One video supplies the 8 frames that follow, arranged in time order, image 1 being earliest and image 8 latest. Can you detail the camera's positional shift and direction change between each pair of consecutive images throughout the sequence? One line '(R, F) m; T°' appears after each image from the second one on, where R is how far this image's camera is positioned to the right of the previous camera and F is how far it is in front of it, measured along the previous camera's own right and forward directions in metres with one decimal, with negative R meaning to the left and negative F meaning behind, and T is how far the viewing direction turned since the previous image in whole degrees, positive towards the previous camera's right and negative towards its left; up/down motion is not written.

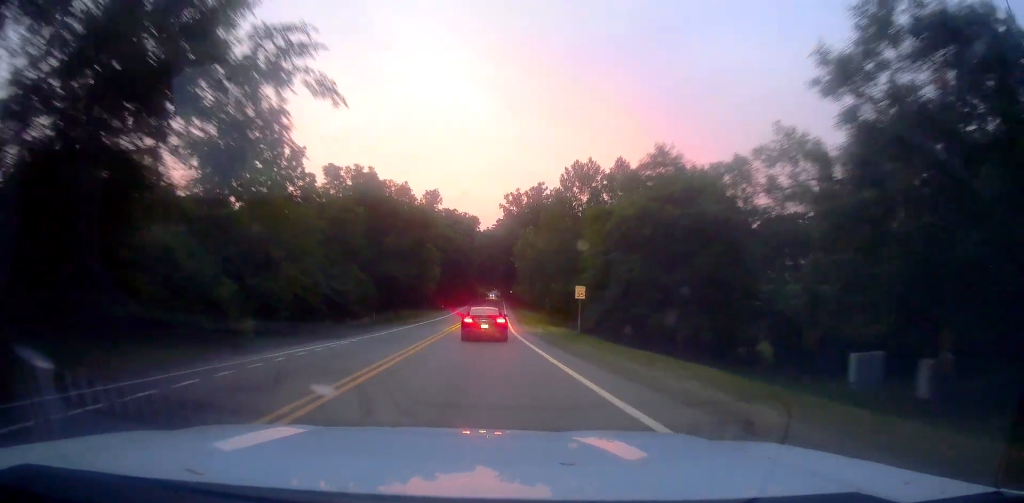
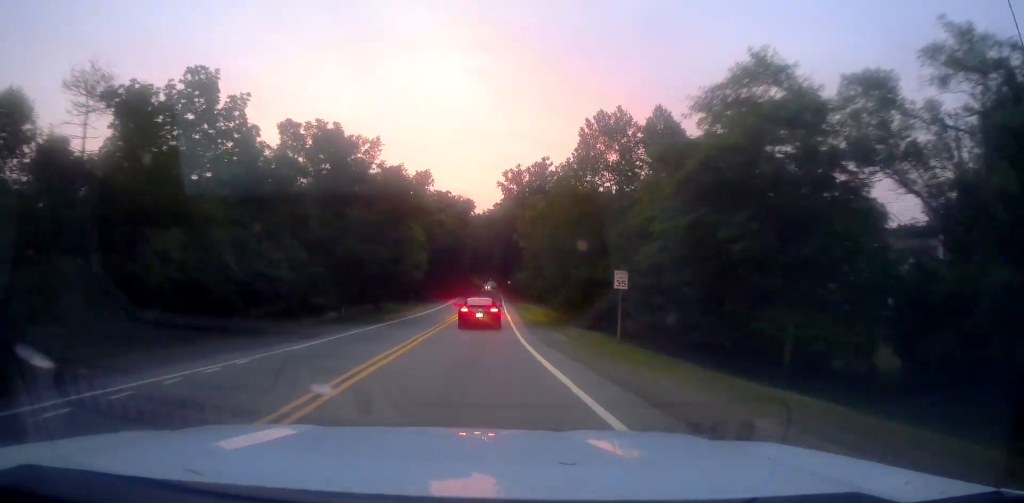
(-0.5, +10.1) m; -2°
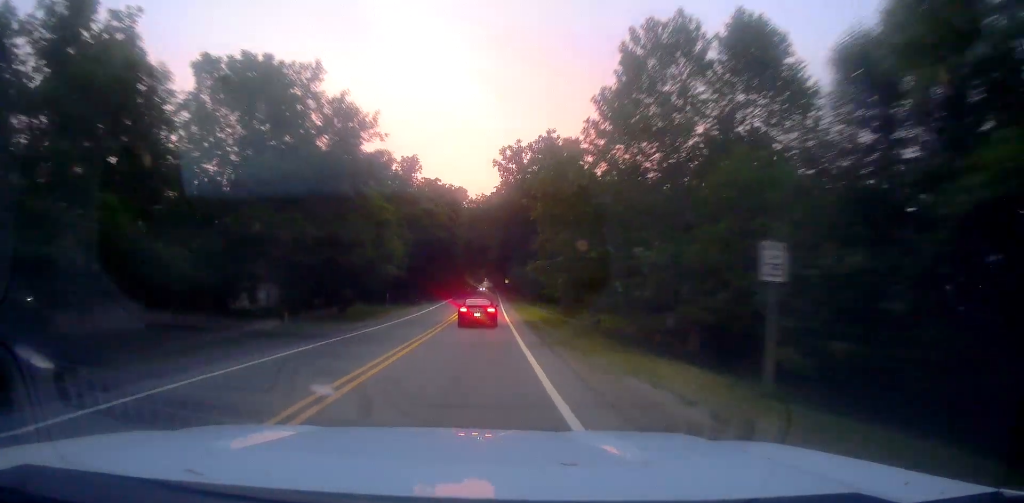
(0.0, +11.9) m; +1°
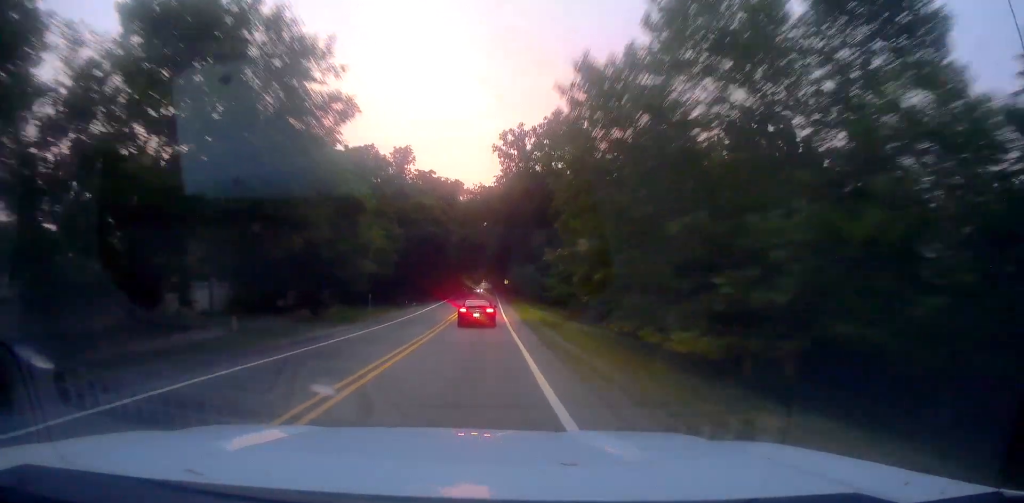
(+0.3, +6.8) m; +1°
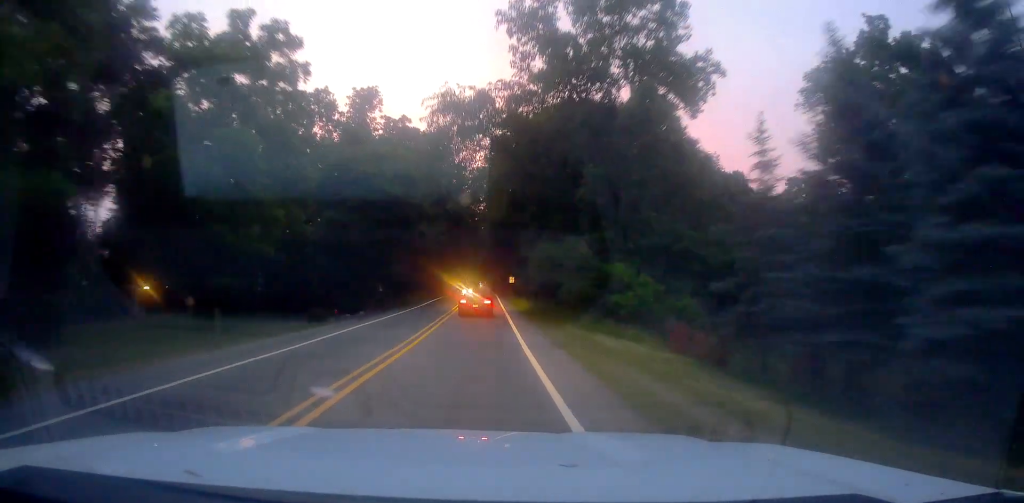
(-0.9, +28.9) m; -1°
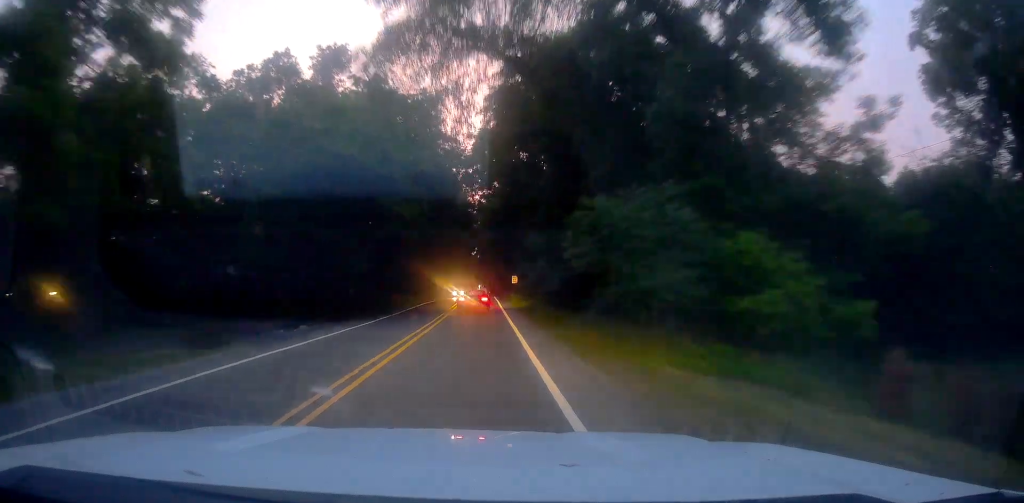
(+0.3, +14.7) m; +1°
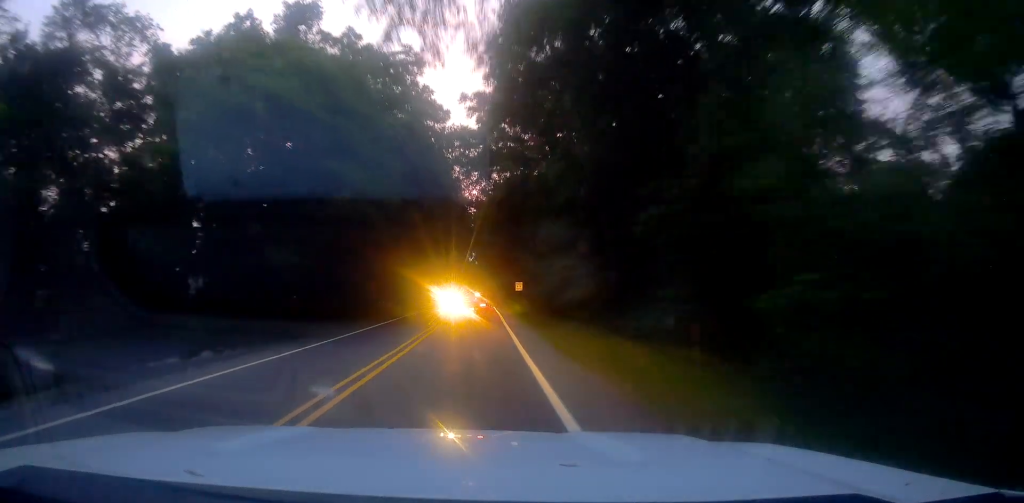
(0.0, +11.1) m; 0°
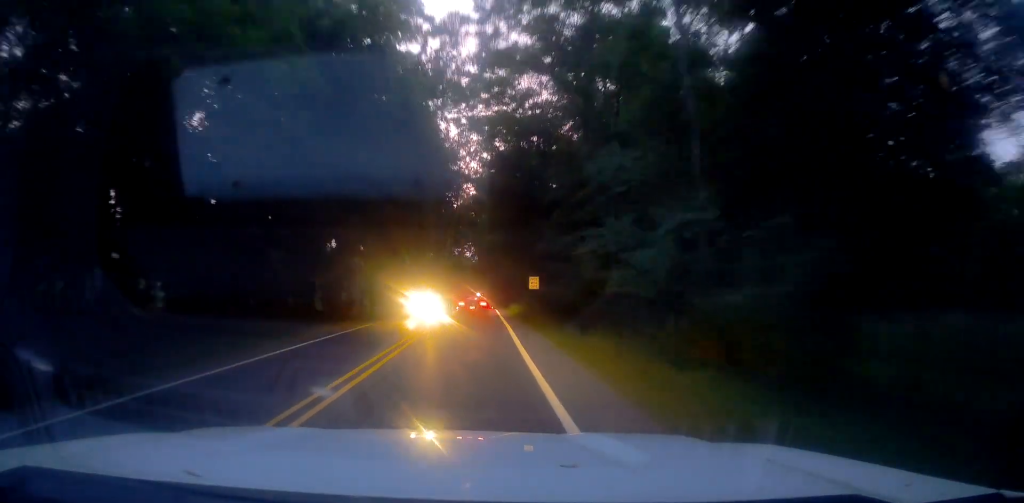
(-0.2, +15.8) m; -1°
